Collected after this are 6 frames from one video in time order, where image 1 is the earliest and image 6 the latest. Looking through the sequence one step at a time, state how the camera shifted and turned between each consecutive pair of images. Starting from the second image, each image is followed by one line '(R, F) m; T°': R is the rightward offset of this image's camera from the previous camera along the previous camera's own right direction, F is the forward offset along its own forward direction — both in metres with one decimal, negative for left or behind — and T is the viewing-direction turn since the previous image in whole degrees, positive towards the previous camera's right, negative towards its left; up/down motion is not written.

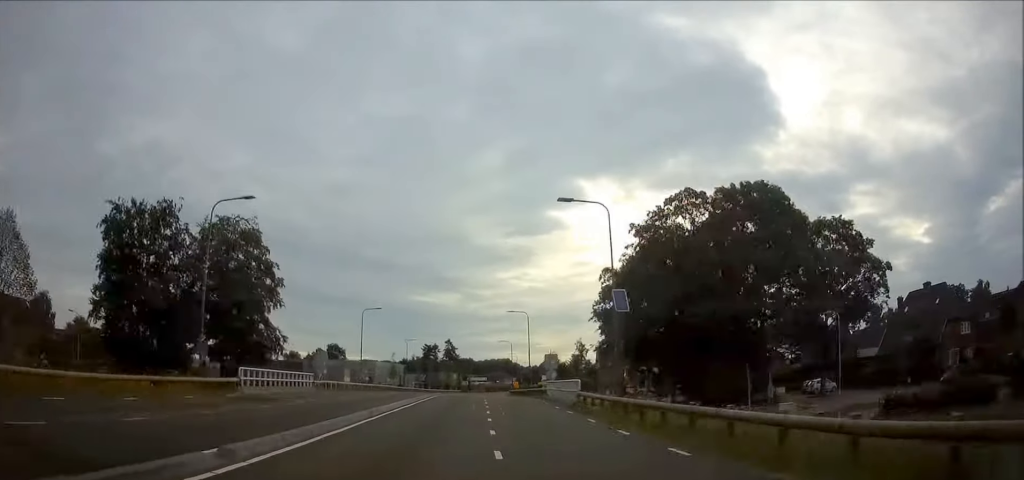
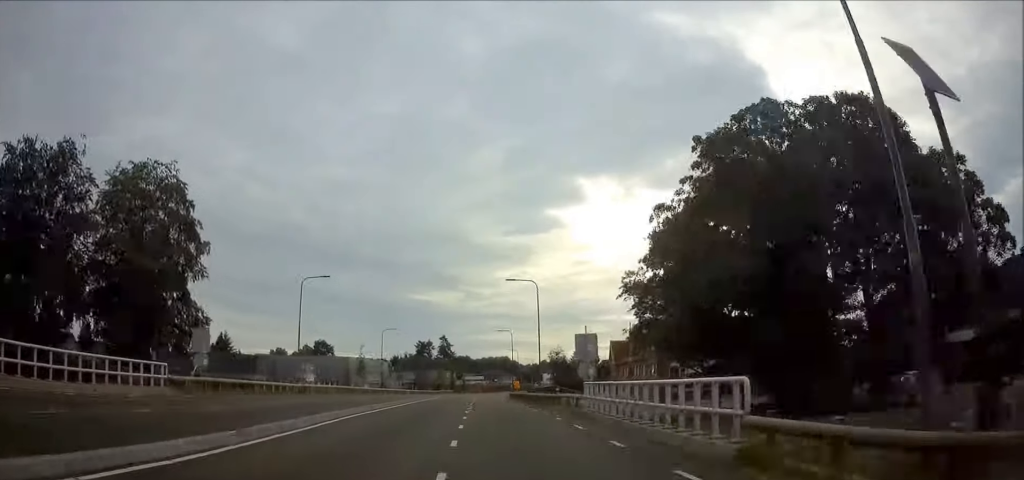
(0.0, +18.8) m; 0°
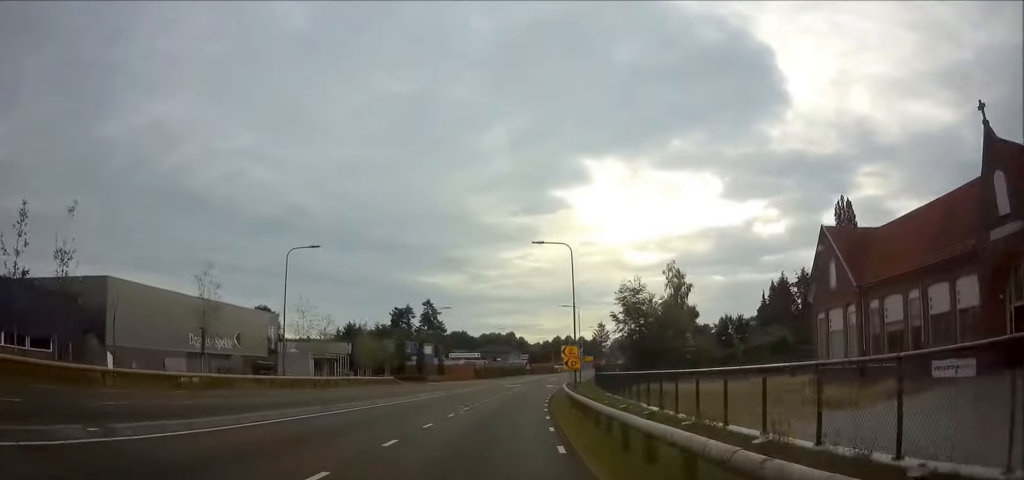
(-0.2, +76.7) m; +2°
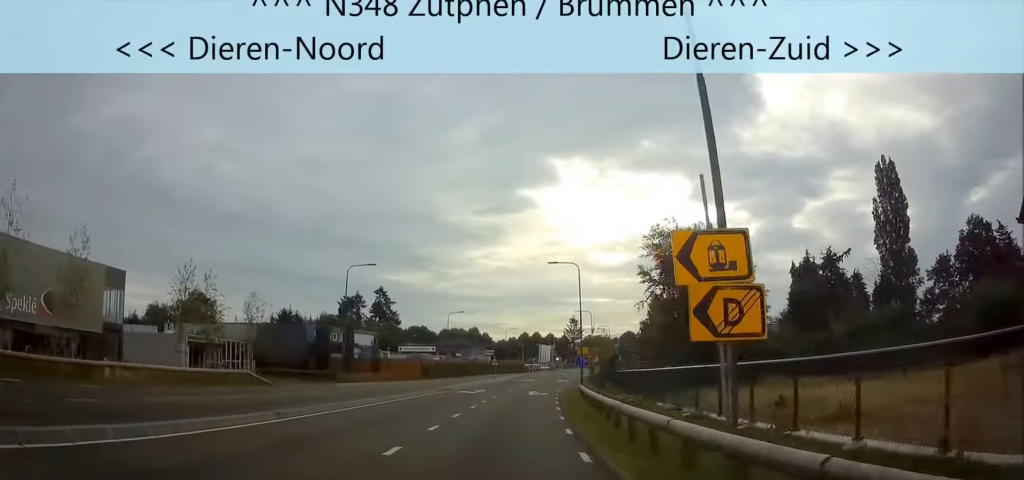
(+0.4, +25.3) m; +3°
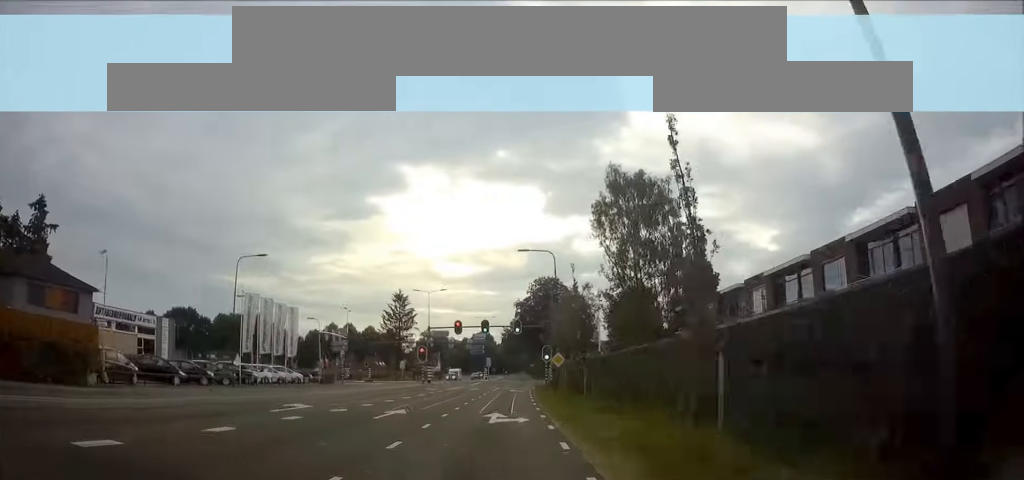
(+12.2, +101.7) m; +11°
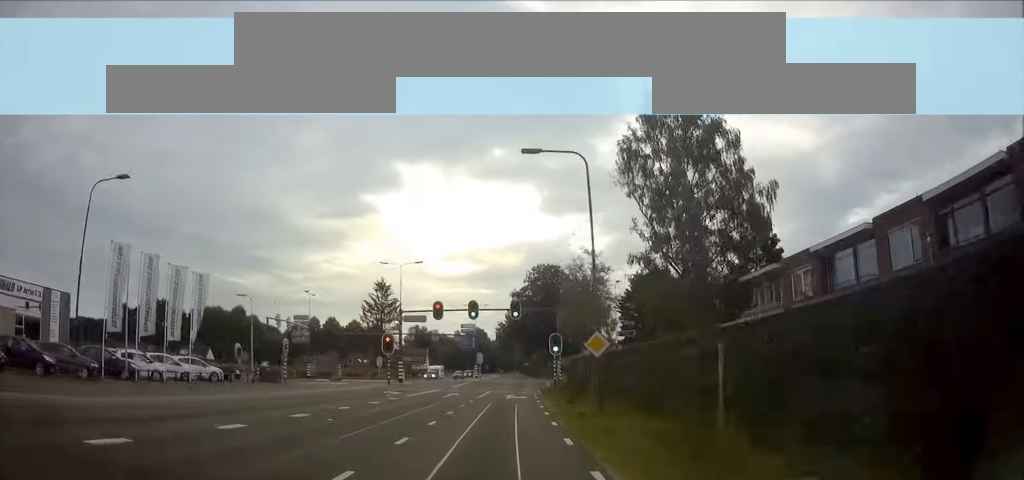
(-0.1, +14.1) m; +1°
